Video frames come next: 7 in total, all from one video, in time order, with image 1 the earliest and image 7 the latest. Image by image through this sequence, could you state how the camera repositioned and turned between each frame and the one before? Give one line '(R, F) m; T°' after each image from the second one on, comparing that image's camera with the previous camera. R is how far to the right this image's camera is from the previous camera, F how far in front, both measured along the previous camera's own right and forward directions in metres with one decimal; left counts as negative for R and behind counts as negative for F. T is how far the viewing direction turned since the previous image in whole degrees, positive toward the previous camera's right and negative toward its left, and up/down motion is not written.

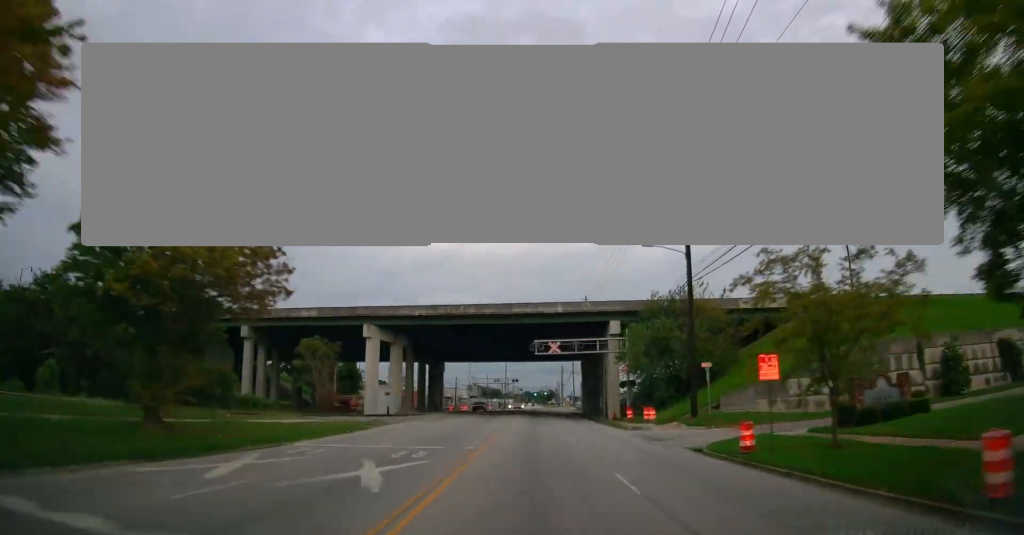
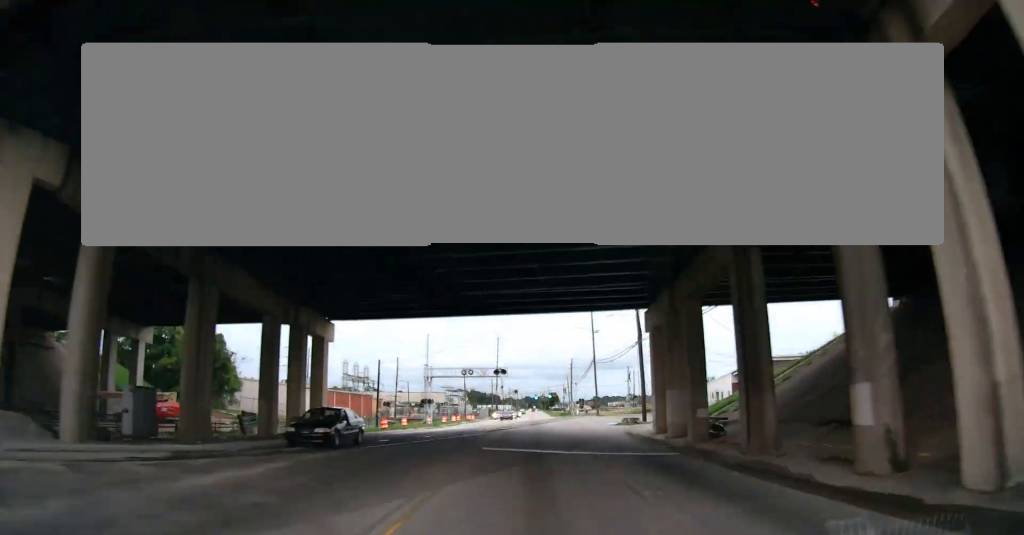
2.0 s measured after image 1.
(-0.2, +49.2) m; -1°
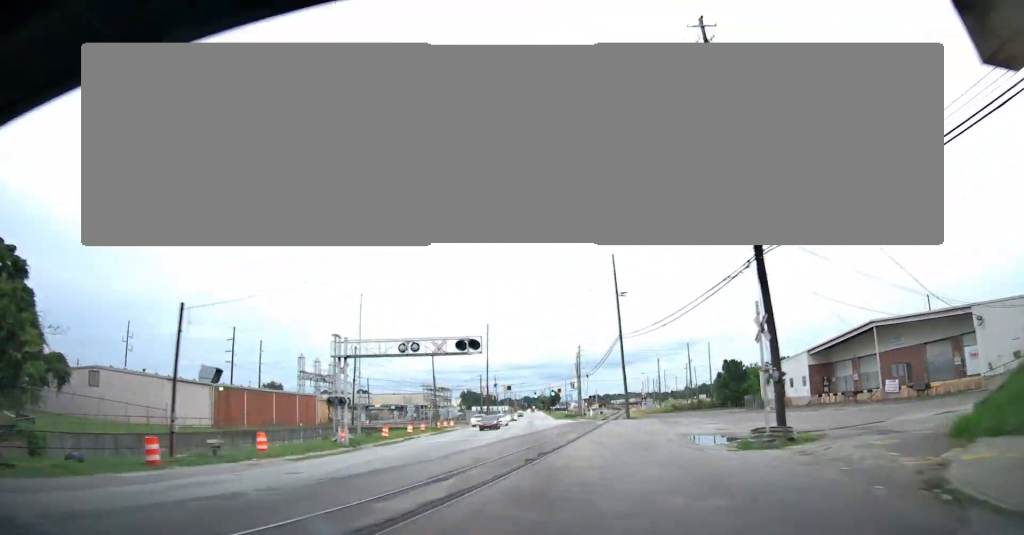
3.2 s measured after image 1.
(-0.1, +30.1) m; 0°
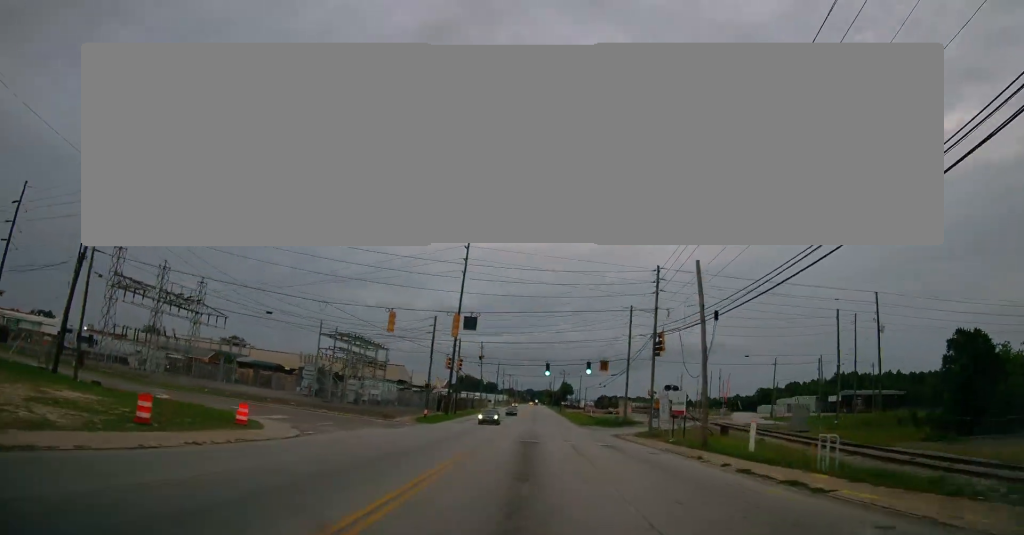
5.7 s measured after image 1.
(0.0, +64.6) m; -1°
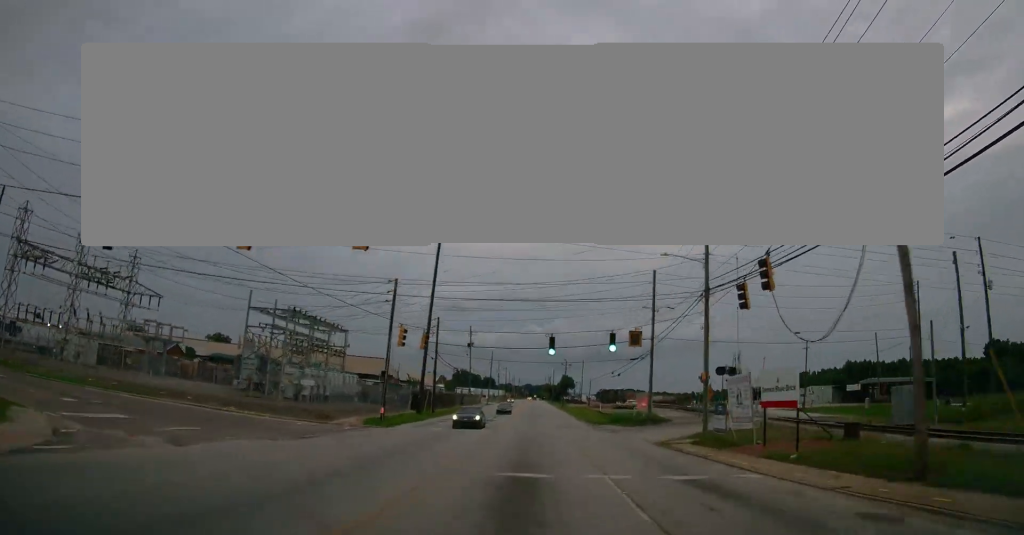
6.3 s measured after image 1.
(-0.1, +15.7) m; 0°
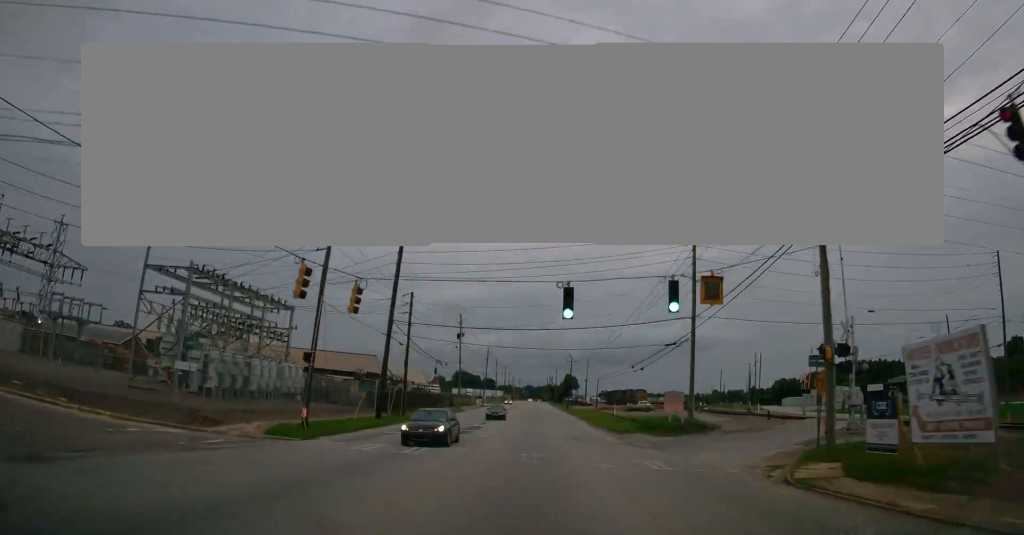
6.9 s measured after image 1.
(0.0, +14.1) m; 0°
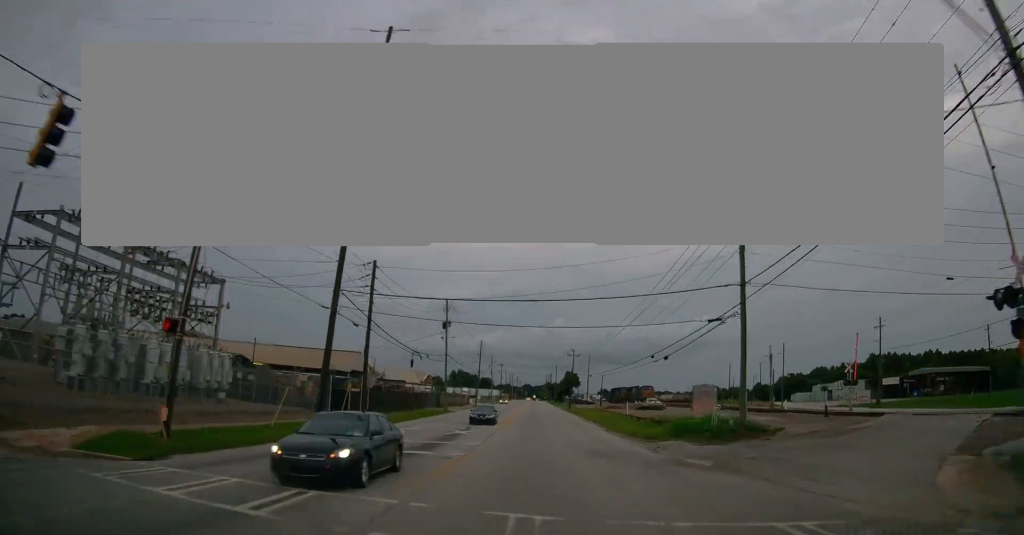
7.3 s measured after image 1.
(0.0, +10.7) m; 0°
